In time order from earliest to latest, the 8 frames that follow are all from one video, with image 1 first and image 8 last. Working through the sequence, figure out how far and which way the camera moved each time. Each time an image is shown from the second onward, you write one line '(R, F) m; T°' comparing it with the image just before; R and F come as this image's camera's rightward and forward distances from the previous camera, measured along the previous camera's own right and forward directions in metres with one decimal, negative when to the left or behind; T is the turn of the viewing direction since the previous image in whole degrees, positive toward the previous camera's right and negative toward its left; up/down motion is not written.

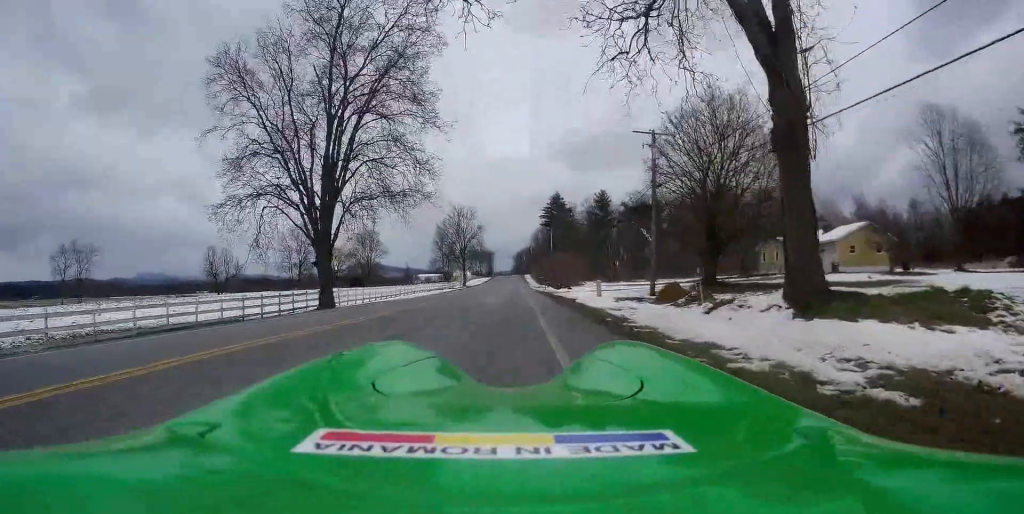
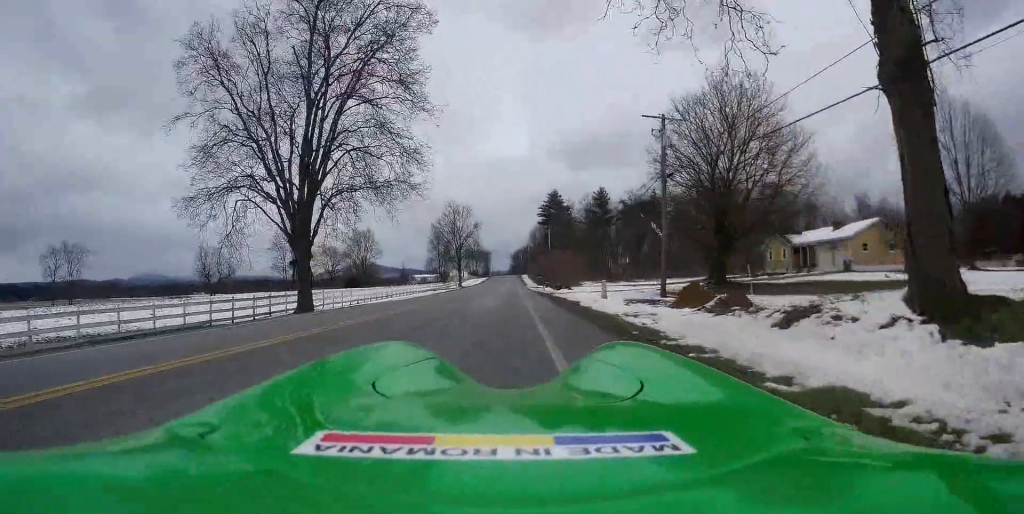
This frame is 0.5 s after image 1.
(+0.1, +3.4) m; +1°
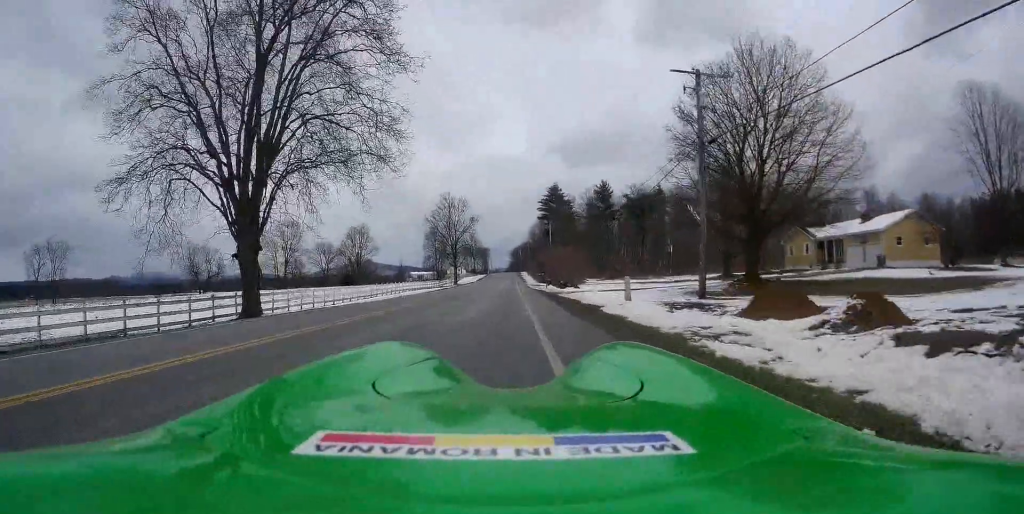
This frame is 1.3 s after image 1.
(0.0, +6.4) m; -4°
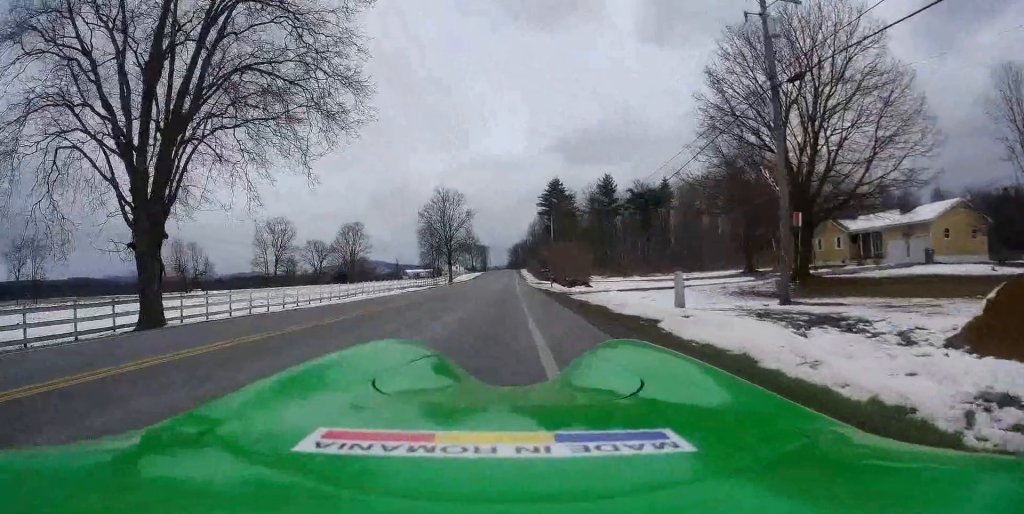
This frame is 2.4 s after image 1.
(-0.5, +7.9) m; 0°
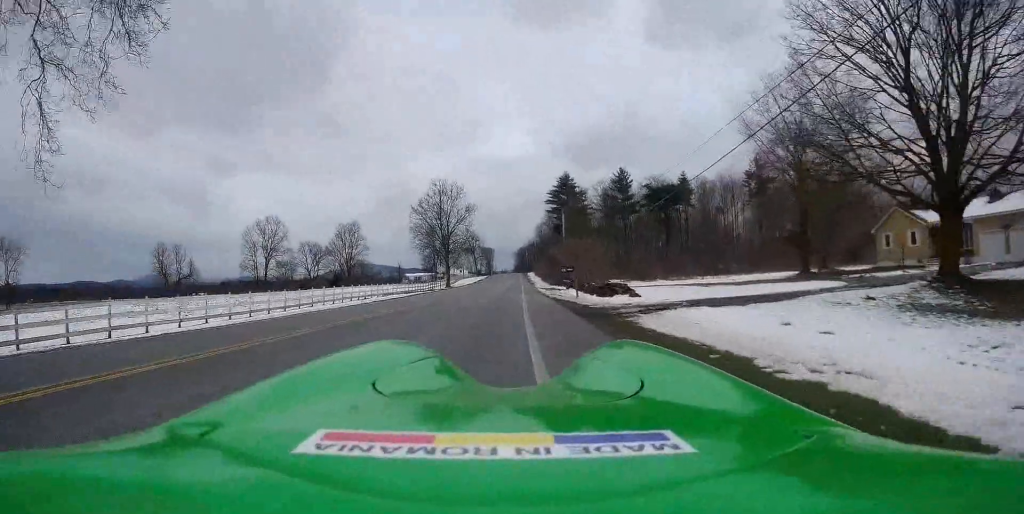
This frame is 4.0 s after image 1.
(+0.5, +12.8) m; 0°
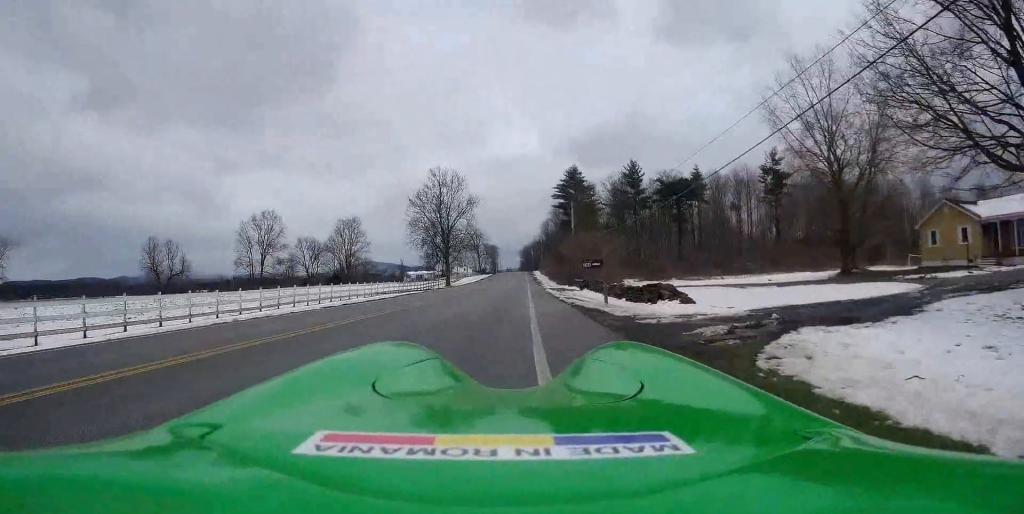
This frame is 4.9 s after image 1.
(-0.1, +6.7) m; -1°
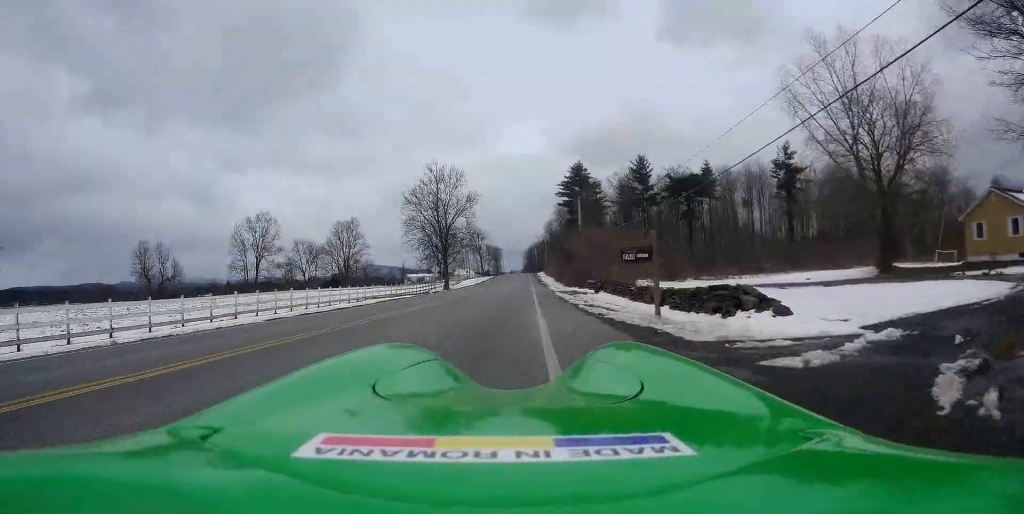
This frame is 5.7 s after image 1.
(0.0, +5.7) m; 0°
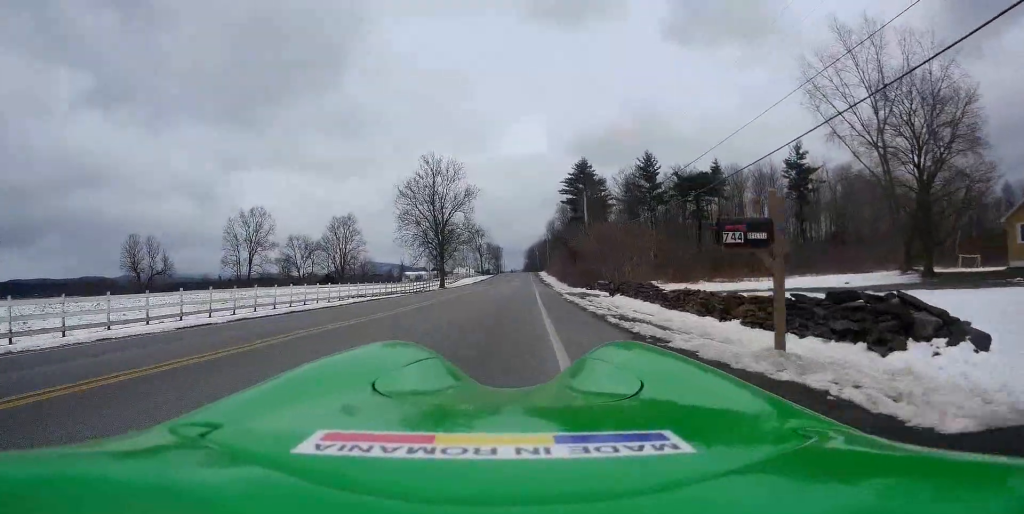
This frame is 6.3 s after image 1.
(0.0, +5.0) m; 0°
